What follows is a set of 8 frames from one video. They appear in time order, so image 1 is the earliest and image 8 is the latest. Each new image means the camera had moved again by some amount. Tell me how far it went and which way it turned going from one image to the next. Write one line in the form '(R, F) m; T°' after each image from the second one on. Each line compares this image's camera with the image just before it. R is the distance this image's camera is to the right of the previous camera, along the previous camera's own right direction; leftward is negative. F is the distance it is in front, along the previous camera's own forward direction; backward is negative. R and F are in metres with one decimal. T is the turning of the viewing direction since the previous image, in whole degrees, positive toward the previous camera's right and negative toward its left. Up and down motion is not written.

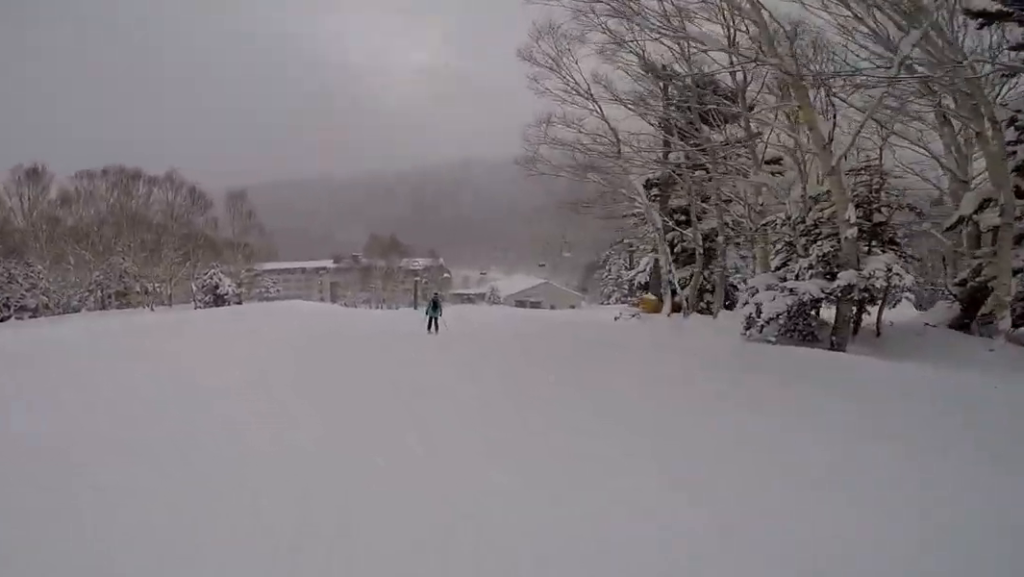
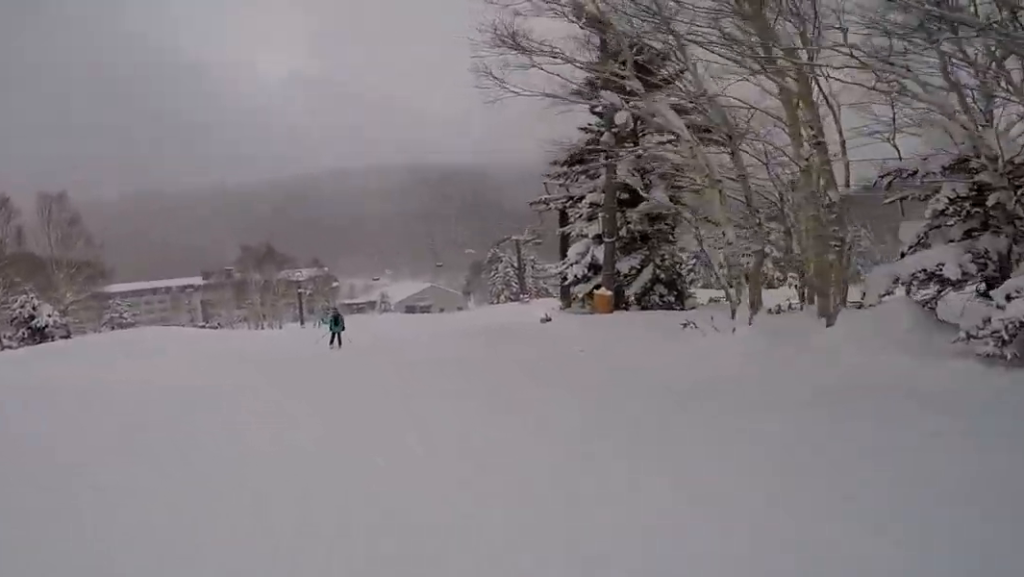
(+0.1, +6.9) m; +7°
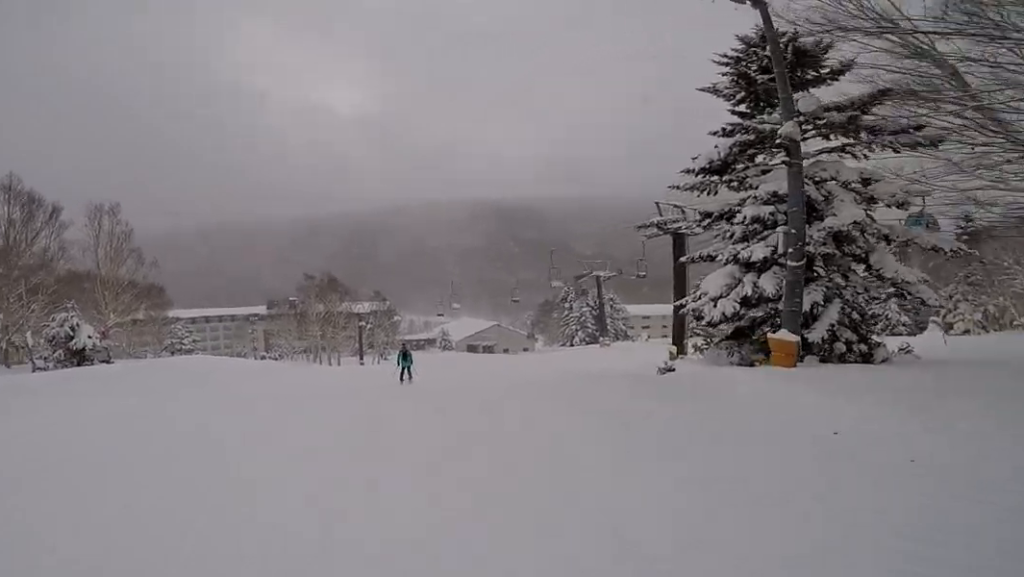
(+0.5, +5.0) m; -3°
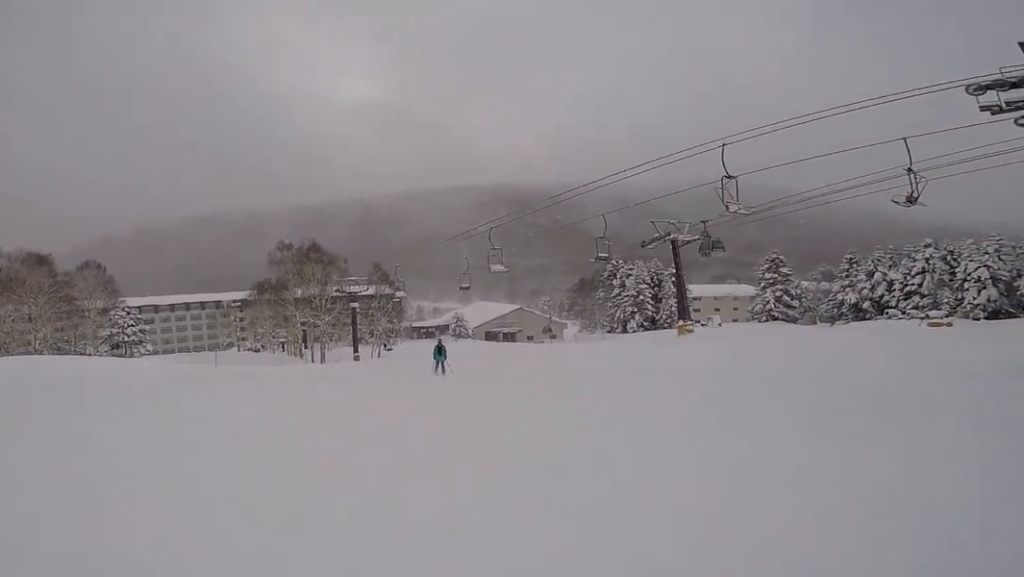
(-0.1, +16.9) m; +4°
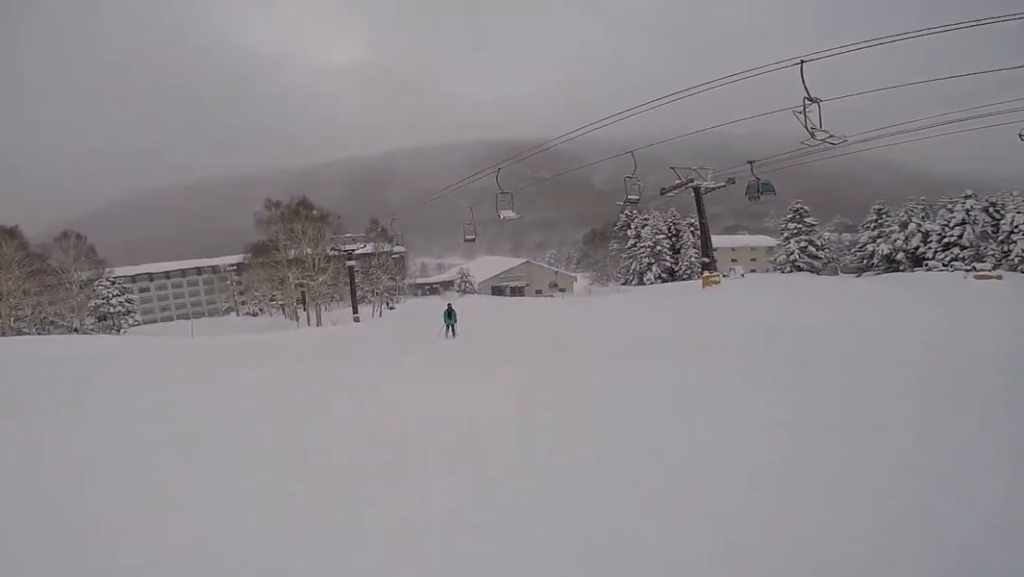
(-0.5, +3.8) m; 0°
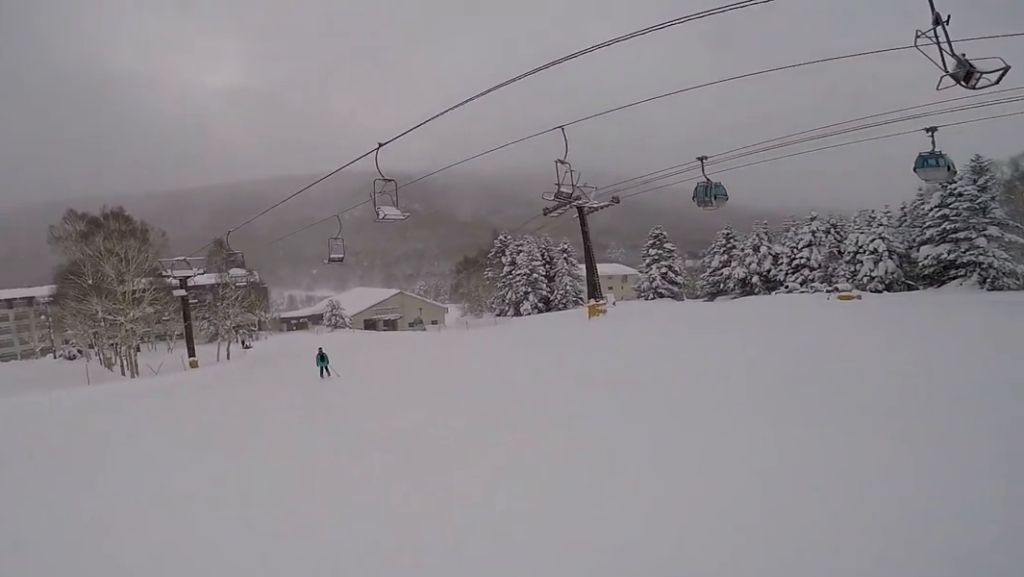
(+0.7, +9.0) m; +8°
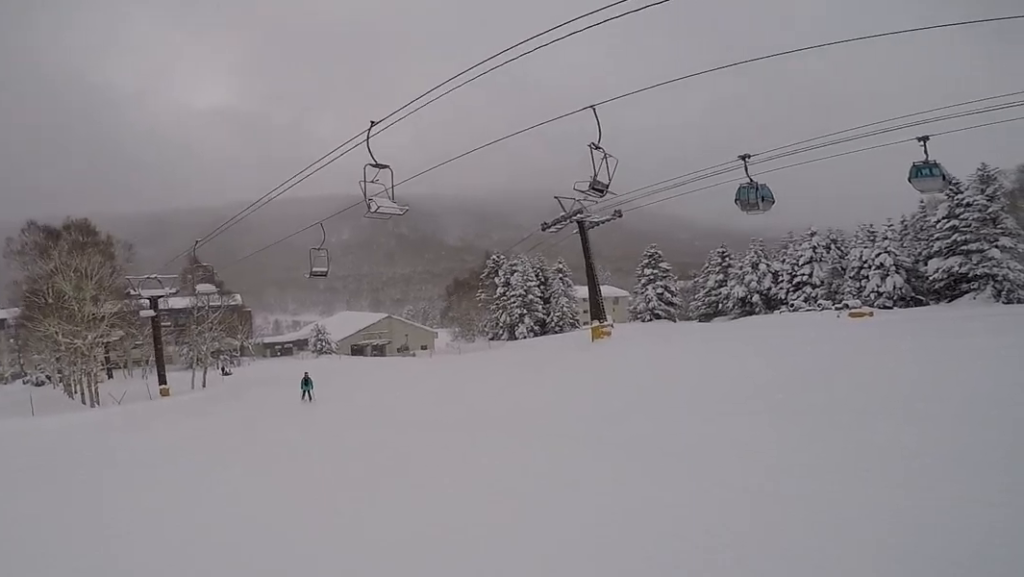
(0.0, +3.6) m; 0°
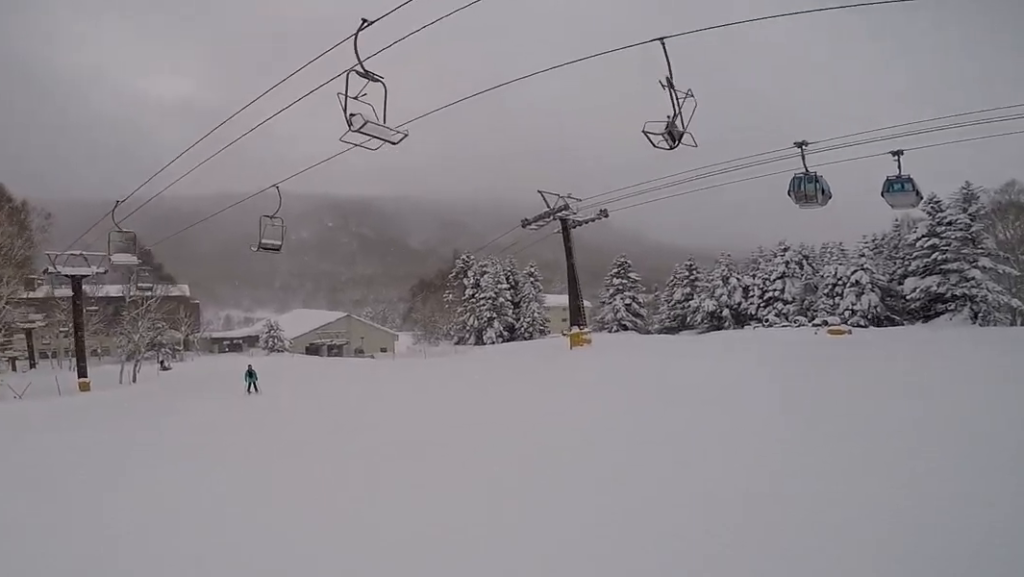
(0.0, +4.4) m; -1°
